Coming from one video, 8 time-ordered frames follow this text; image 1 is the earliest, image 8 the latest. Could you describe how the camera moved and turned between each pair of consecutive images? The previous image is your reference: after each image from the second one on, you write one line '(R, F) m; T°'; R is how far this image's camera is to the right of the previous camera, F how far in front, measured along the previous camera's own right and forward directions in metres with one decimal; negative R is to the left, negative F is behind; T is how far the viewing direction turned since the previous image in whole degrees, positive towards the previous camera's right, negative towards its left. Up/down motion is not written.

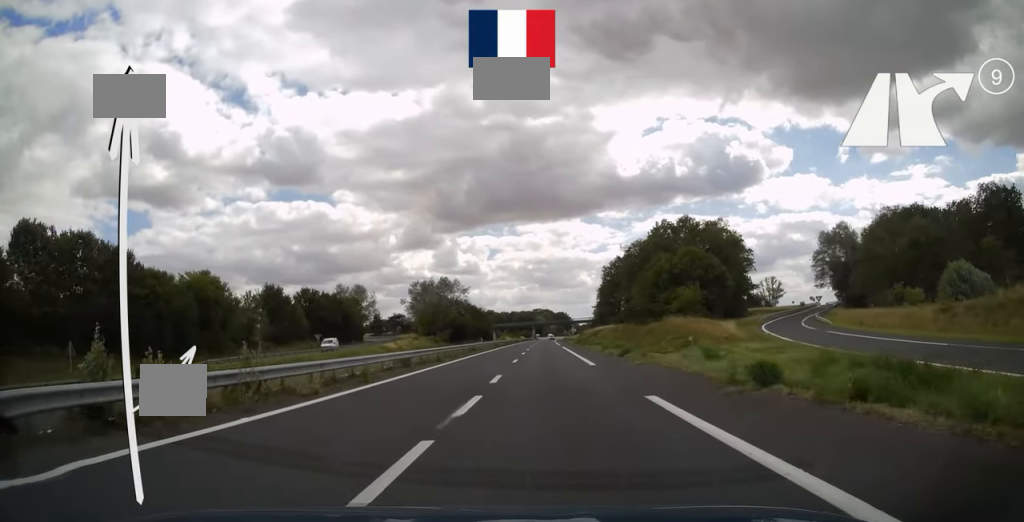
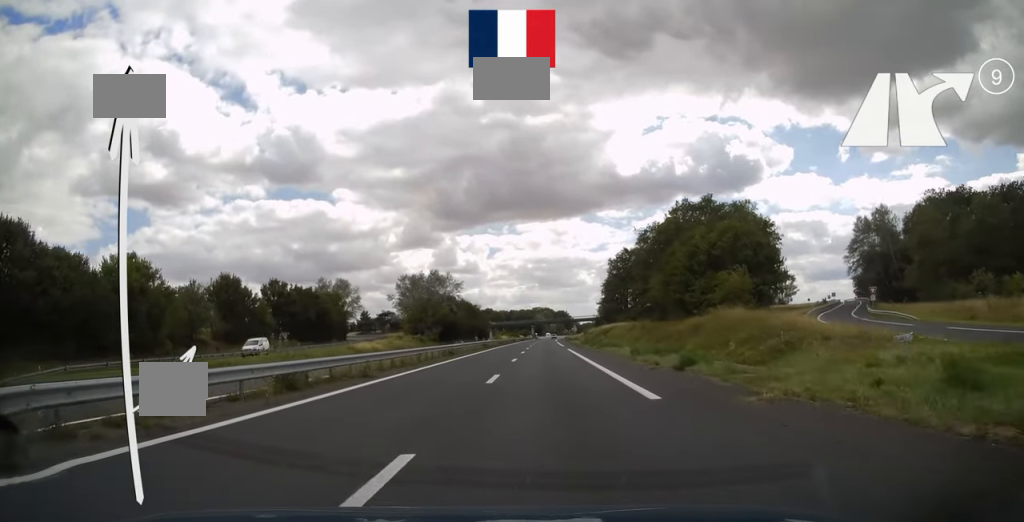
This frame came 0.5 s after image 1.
(0.0, +14.2) m; 0°
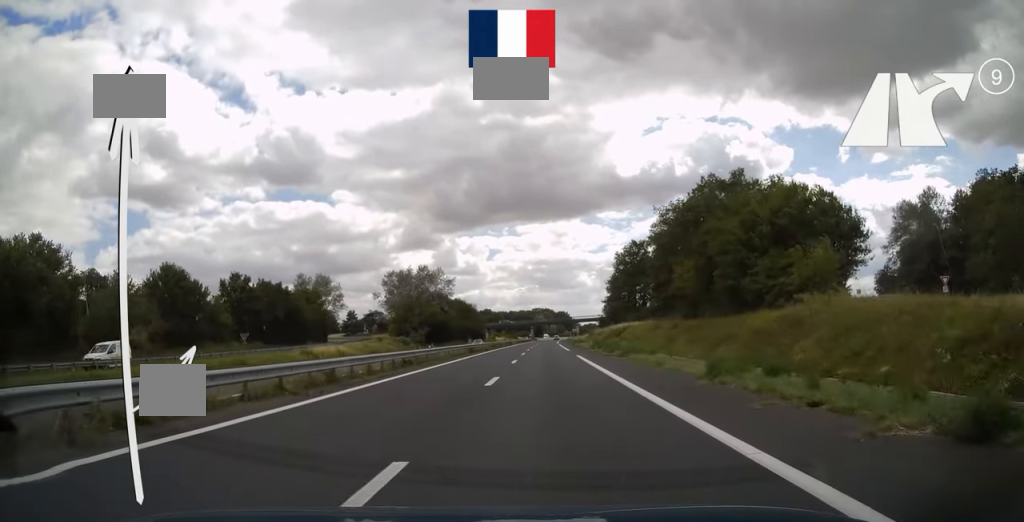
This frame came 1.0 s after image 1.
(+0.1, +13.7) m; 0°
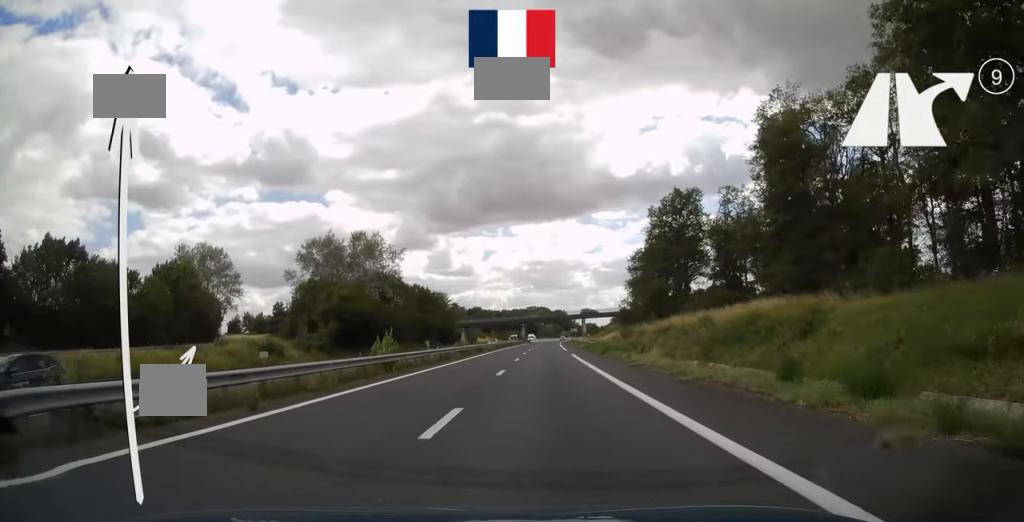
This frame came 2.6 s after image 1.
(-0.2, +48.6) m; 0°
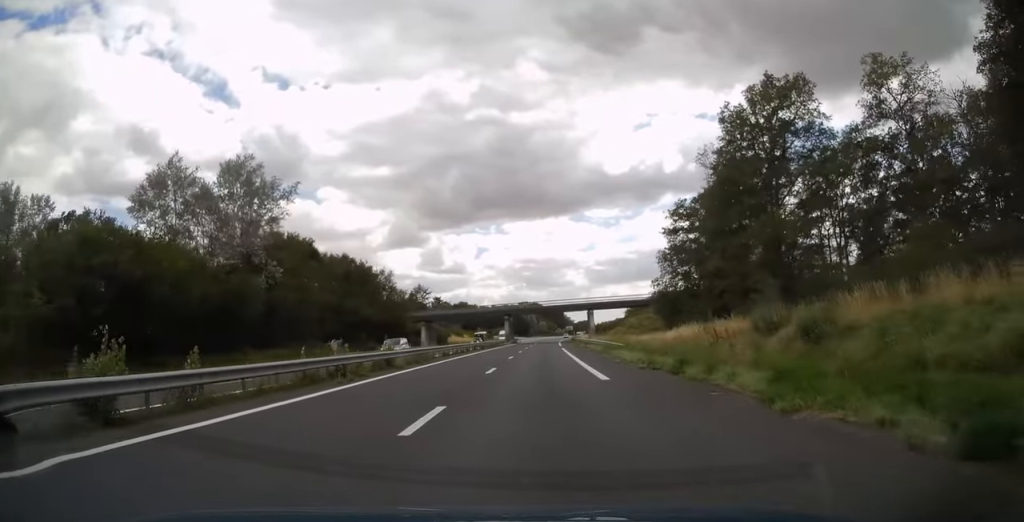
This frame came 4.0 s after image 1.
(+0.4, +40.3) m; +1°
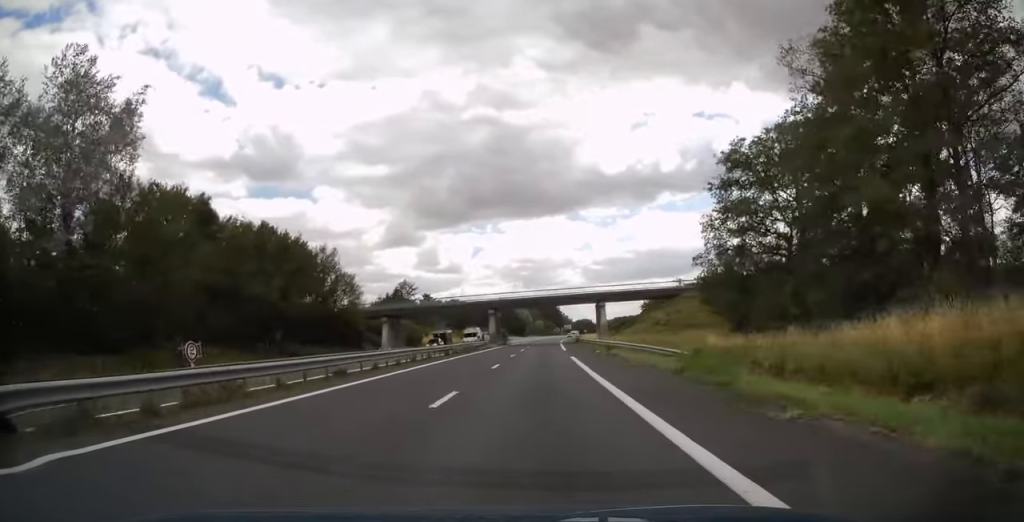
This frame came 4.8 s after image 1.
(0.0, +23.6) m; 0°
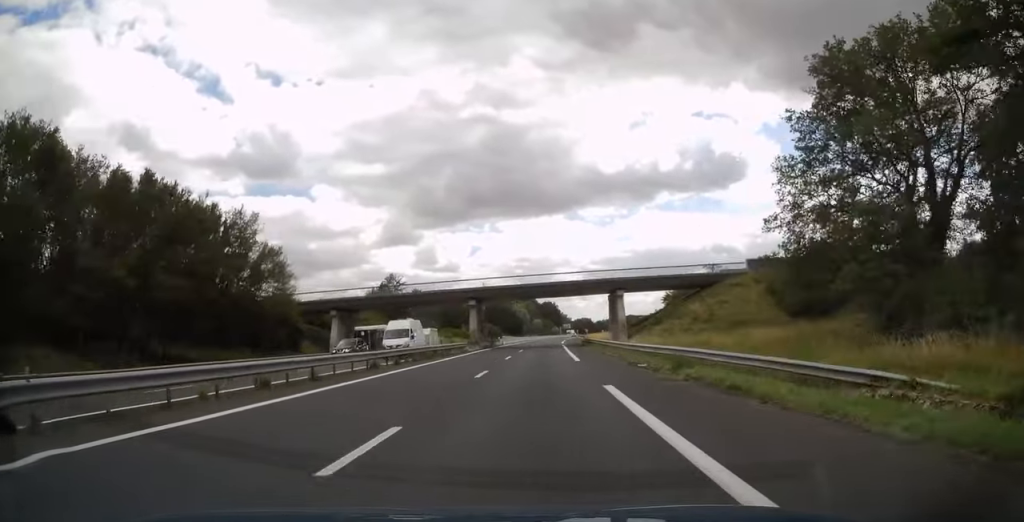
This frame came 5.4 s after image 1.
(-0.1, +19.2) m; 0°
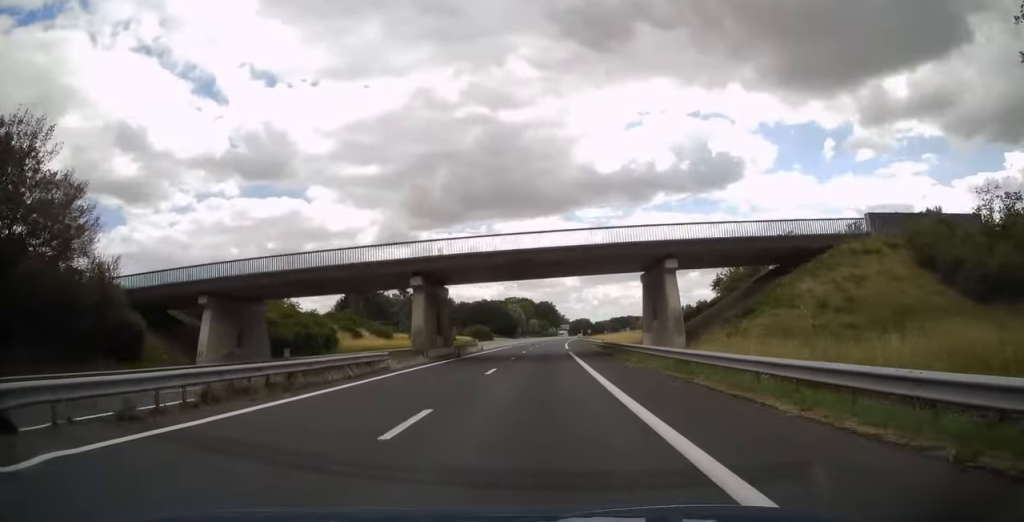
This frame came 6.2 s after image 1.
(+0.2, +24.6) m; +1°
